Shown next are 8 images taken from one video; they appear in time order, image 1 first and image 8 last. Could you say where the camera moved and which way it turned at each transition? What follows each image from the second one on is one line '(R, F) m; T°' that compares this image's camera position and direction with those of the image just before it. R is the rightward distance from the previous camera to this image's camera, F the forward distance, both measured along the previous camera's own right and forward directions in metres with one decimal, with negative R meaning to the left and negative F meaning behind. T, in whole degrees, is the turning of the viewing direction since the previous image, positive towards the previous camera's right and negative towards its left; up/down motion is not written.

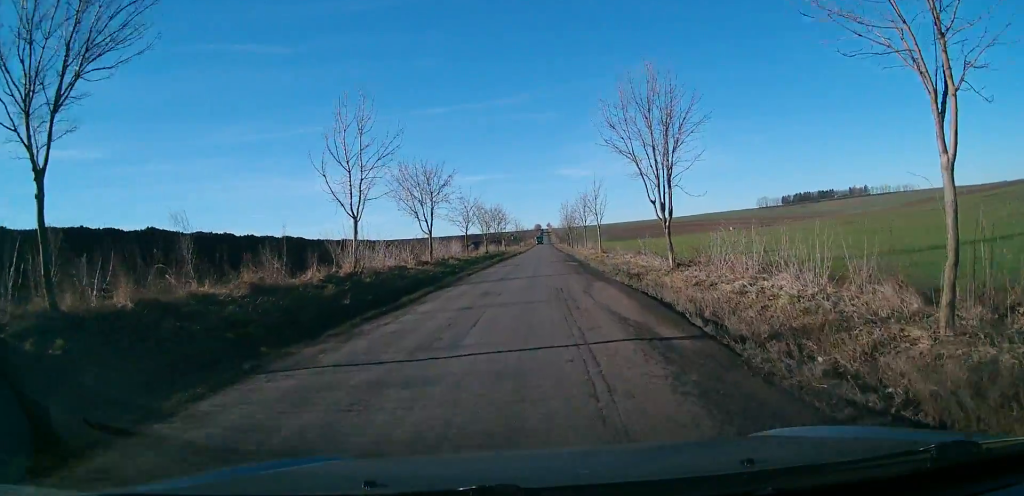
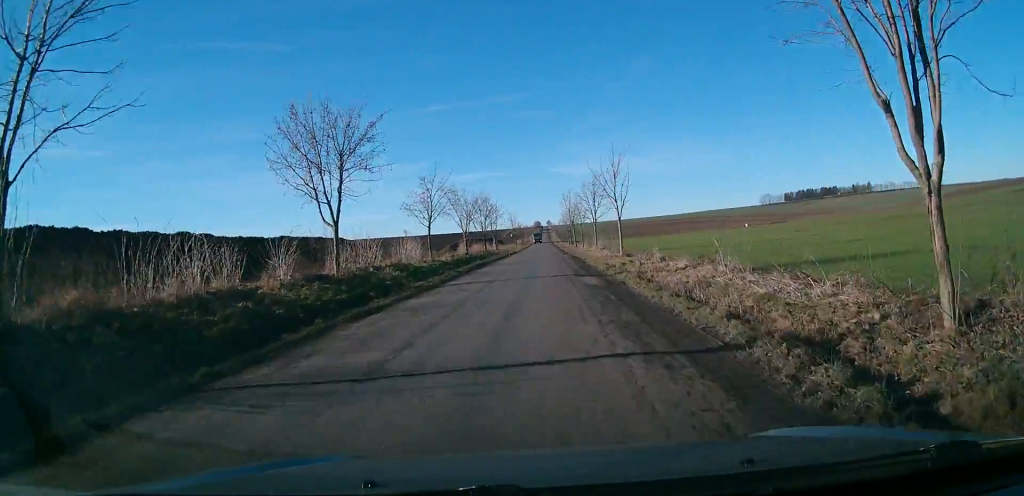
(+0.3, +16.4) m; +1°
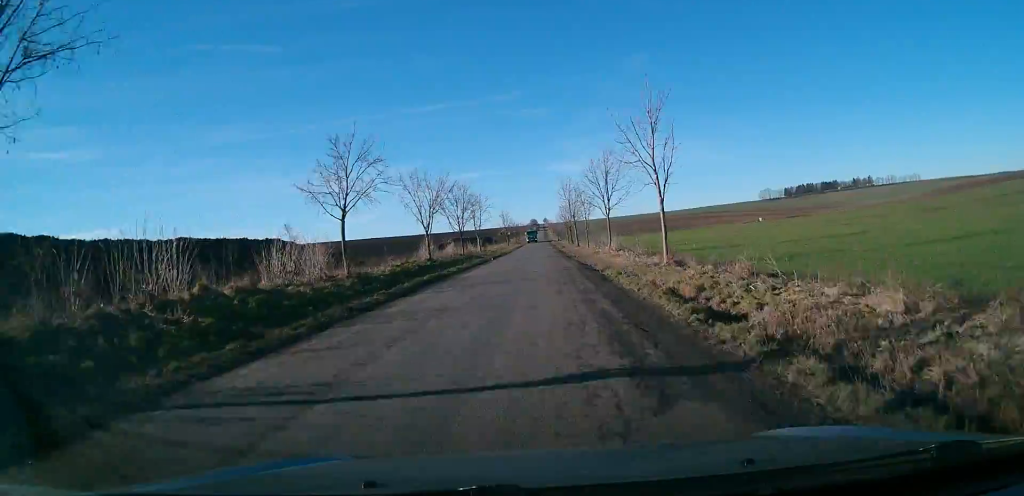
(+0.1, +16.0) m; -1°
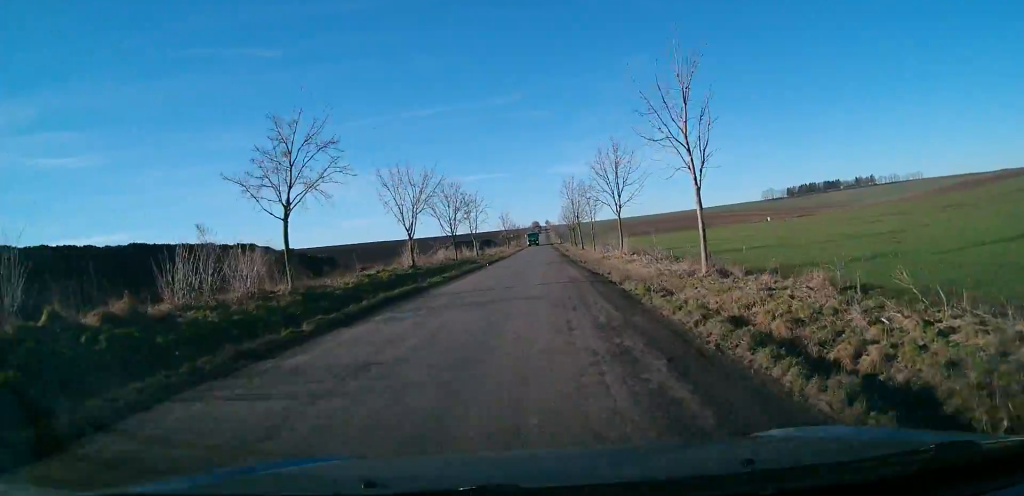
(+0.1, +5.3) m; -1°
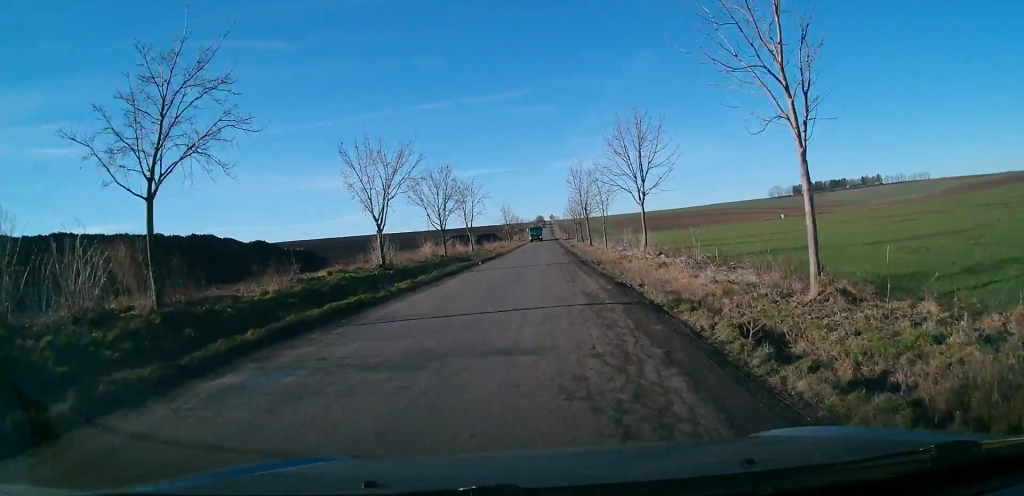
(-0.2, +7.2) m; -1°
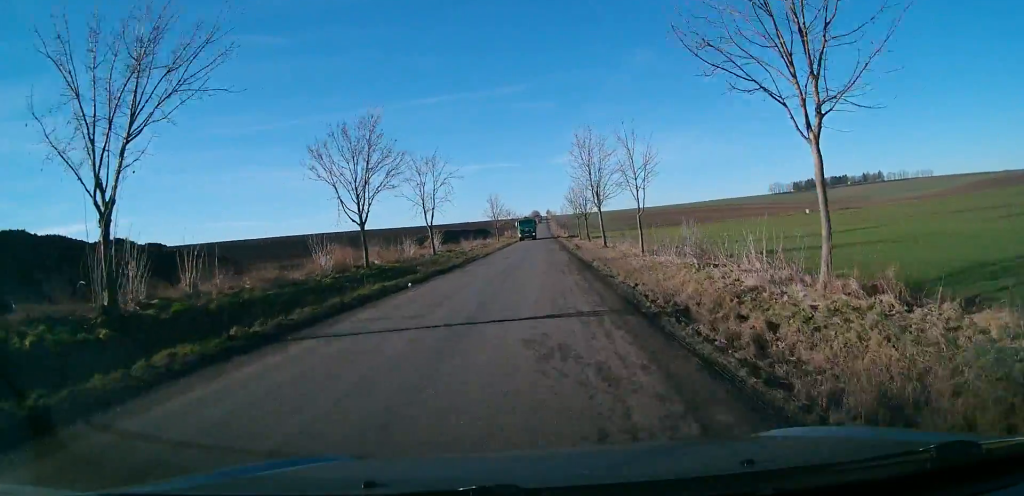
(-0.2, +17.9) m; +2°
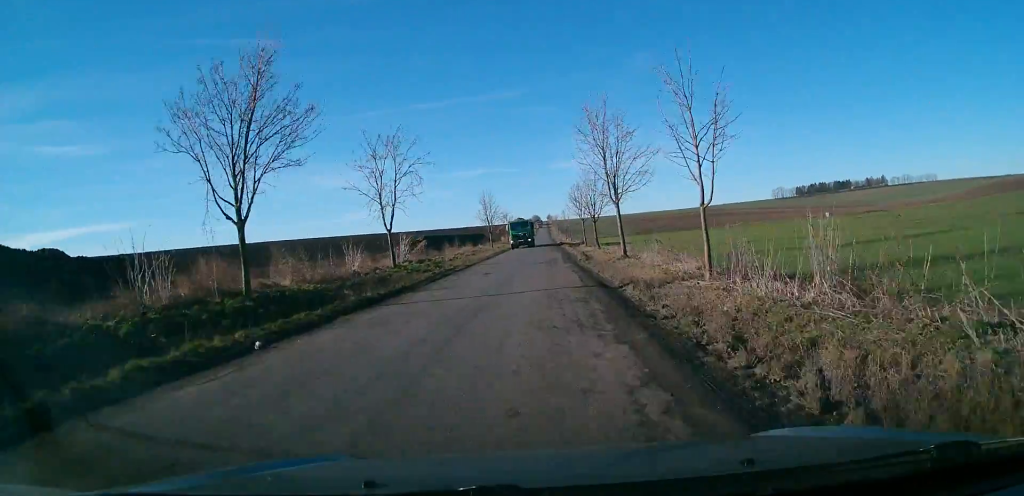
(+0.3, +10.8) m; +1°
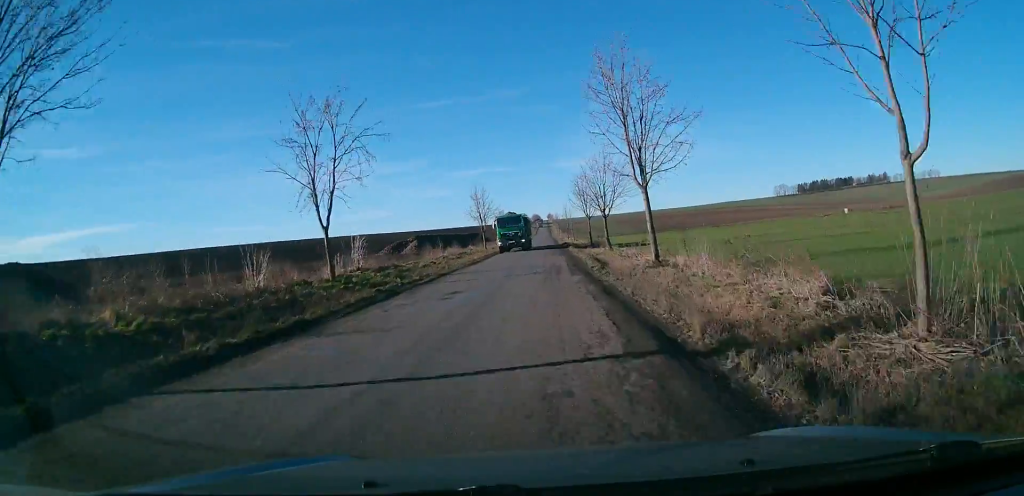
(+0.1, +9.0) m; 0°
